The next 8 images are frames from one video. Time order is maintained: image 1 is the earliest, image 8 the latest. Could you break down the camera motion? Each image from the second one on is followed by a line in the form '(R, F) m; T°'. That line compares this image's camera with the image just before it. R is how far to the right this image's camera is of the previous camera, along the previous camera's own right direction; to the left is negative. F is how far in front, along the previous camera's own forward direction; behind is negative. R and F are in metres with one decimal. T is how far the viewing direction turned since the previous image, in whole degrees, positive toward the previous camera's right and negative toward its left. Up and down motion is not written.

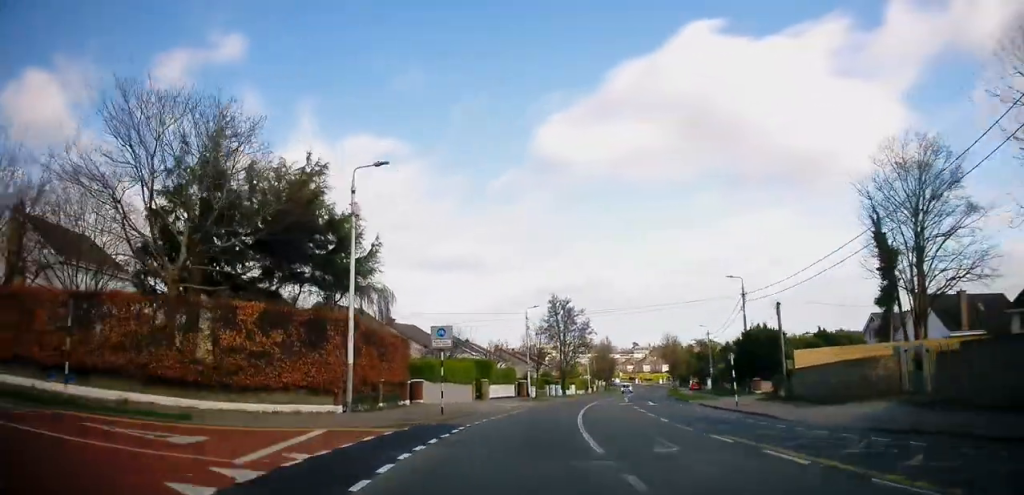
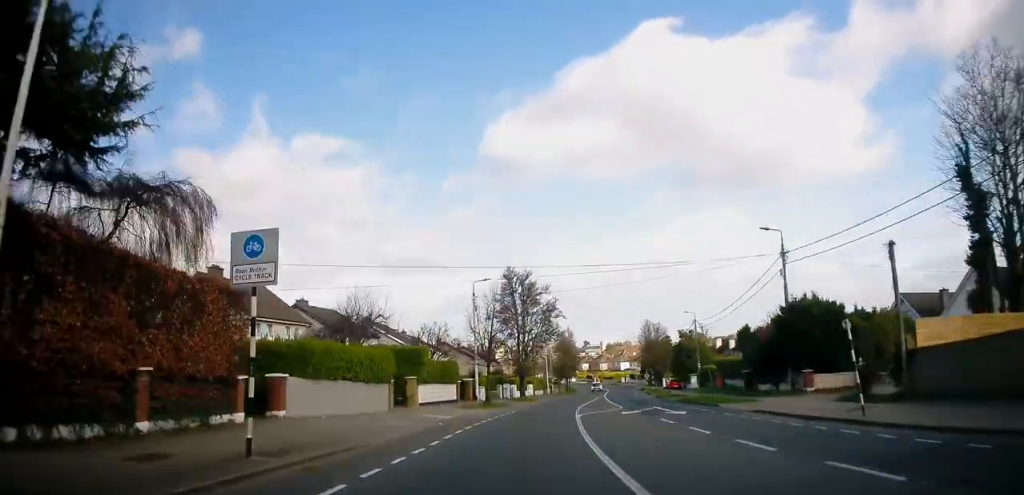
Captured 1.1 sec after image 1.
(+0.8, +14.5) m; +5°
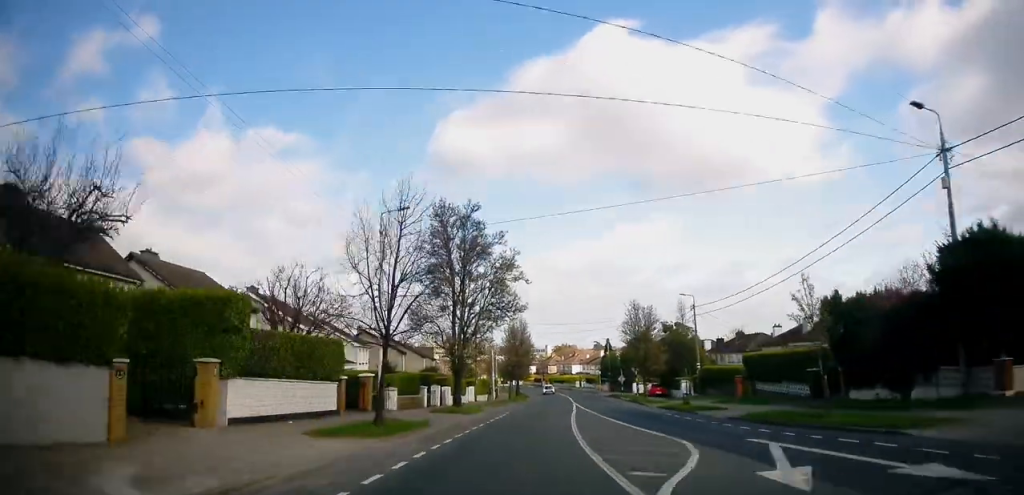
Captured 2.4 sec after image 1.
(+0.7, +17.5) m; +5°
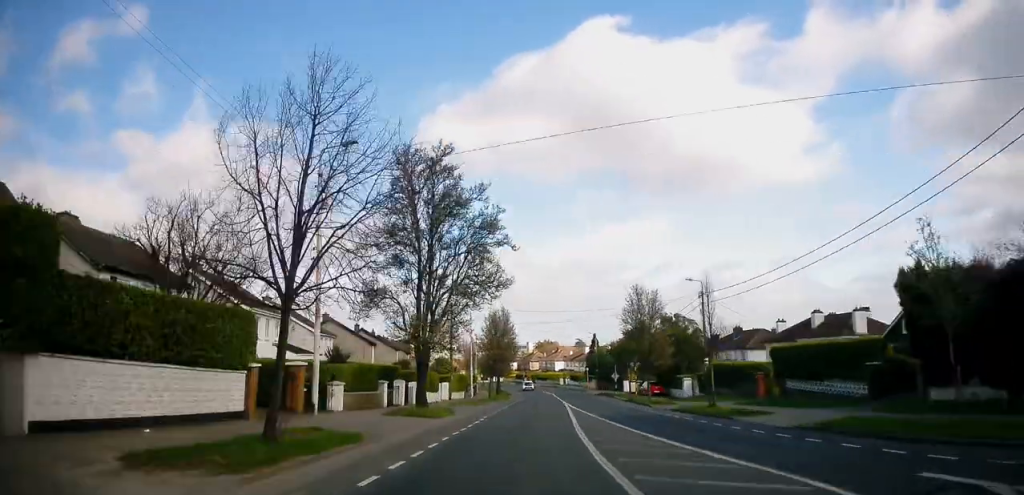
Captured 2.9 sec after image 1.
(+0.1, +6.5) m; +2°
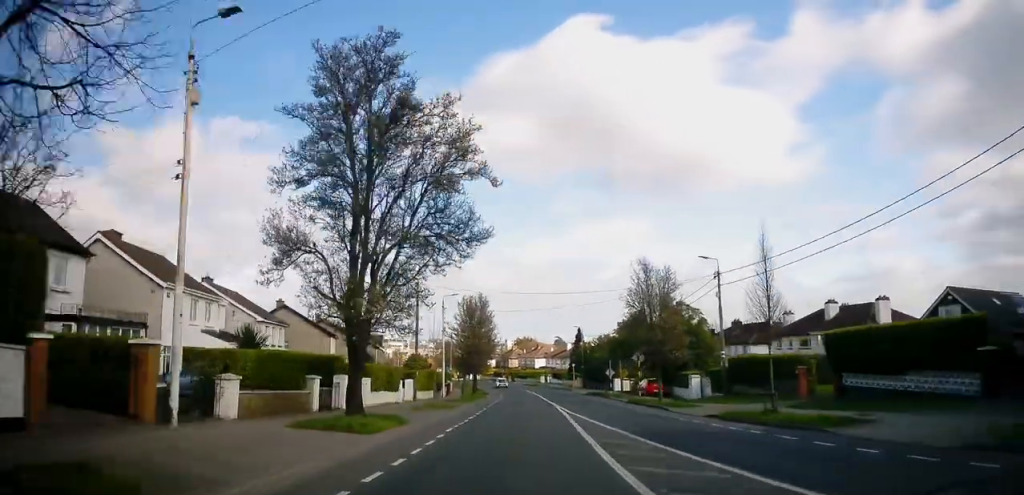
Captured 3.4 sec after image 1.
(0.0, +7.7) m; +3°
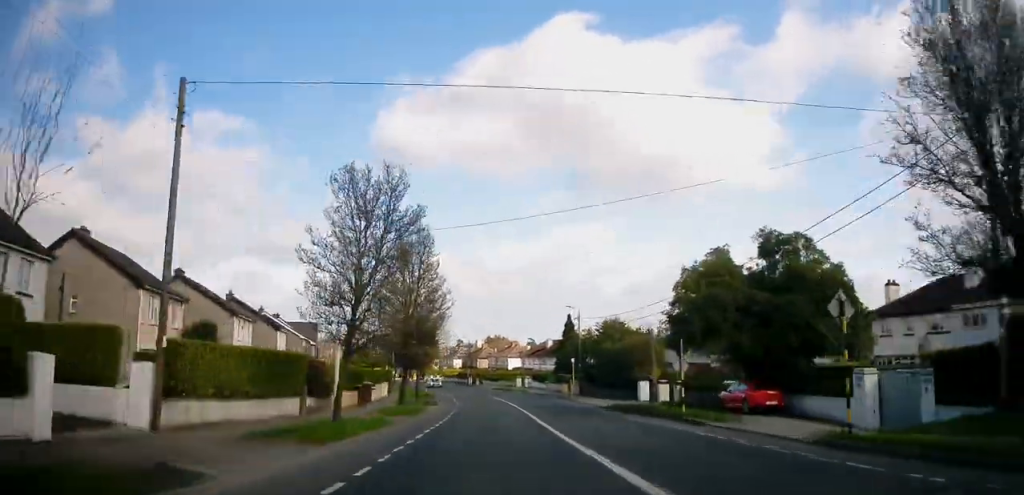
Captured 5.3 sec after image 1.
(+1.1, +25.9) m; +3°
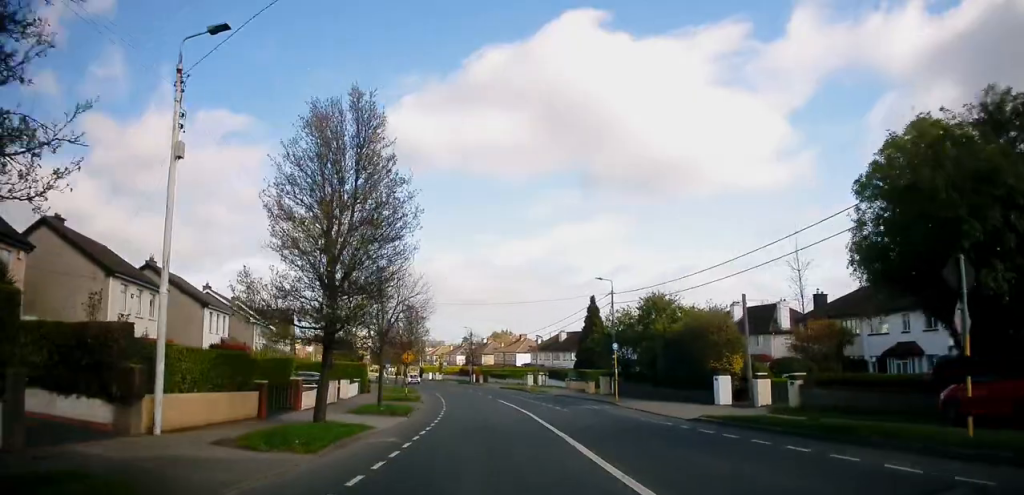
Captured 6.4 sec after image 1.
(+0.3, +15.2) m; +3°
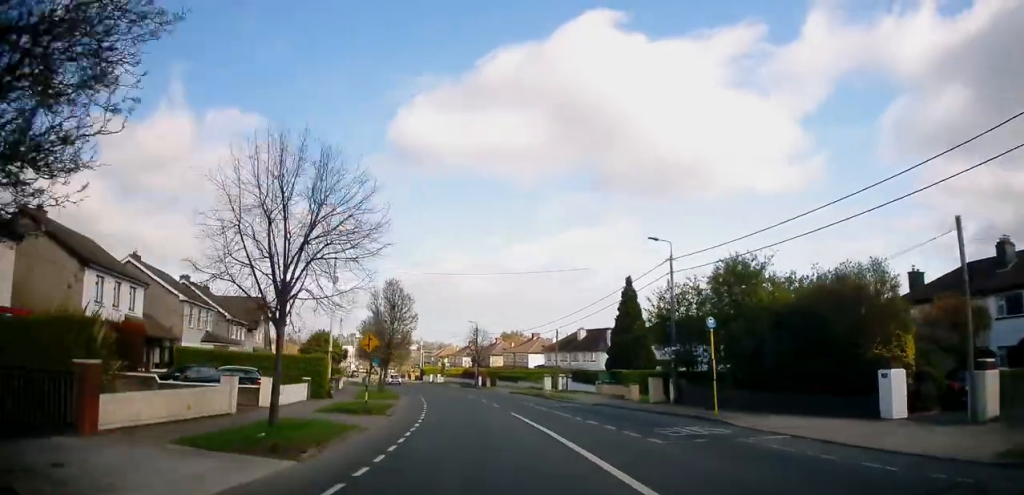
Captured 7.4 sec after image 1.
(+0.5, +13.5) m; +12°
